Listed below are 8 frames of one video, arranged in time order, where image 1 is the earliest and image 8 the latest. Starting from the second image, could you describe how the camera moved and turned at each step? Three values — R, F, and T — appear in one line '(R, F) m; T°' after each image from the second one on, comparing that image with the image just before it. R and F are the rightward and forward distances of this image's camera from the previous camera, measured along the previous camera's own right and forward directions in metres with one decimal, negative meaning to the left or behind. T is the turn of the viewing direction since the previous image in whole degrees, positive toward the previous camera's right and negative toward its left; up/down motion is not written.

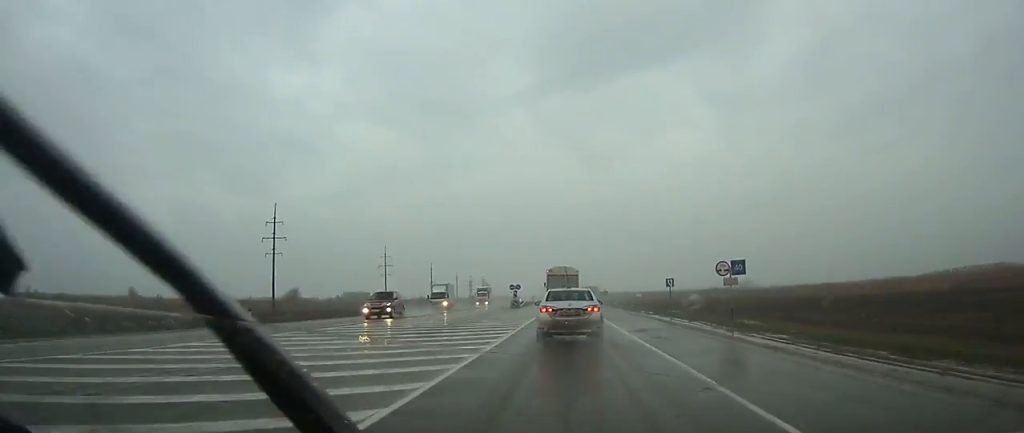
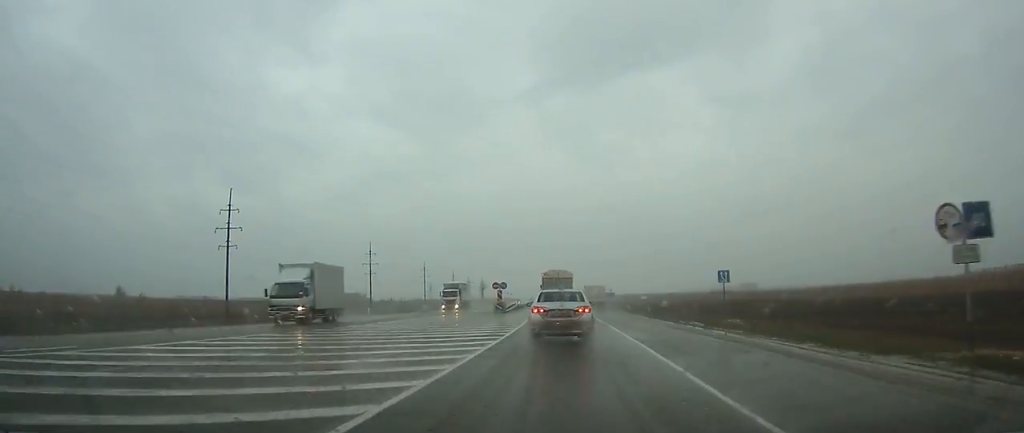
(0.0, +17.3) m; 0°
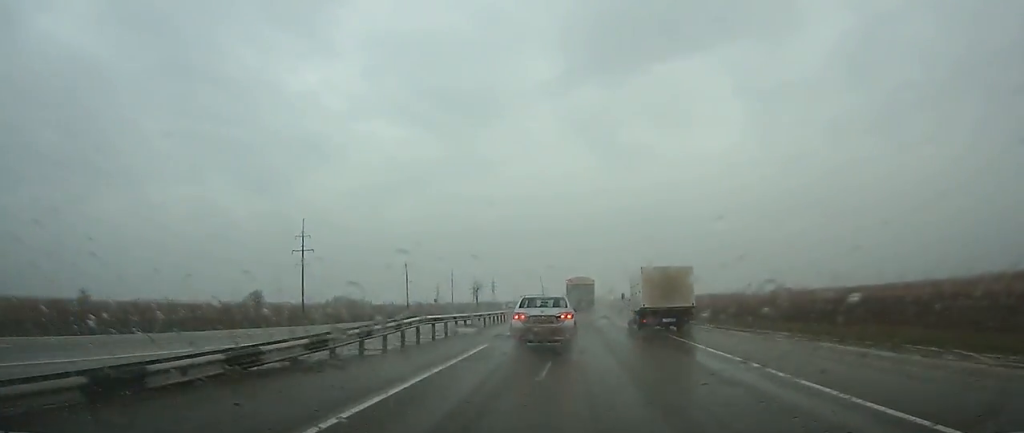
(-1.2, +61.7) m; -2°
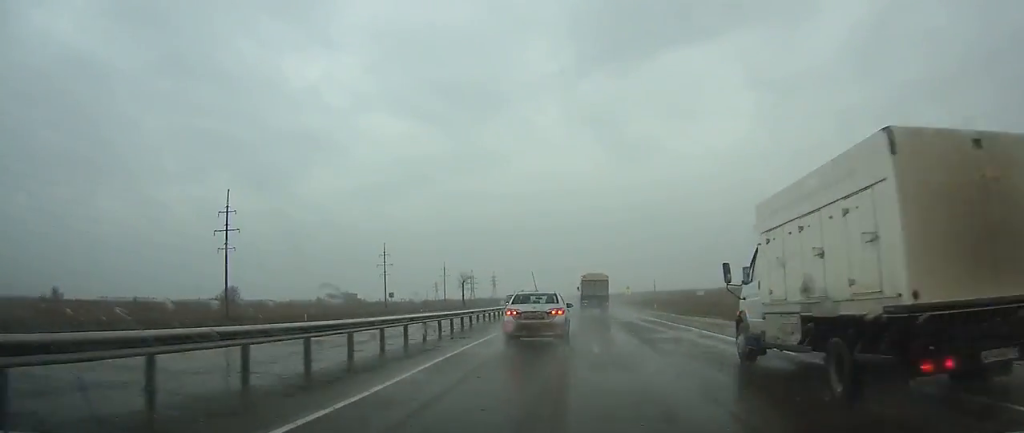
(-0.2, +33.4) m; -1°
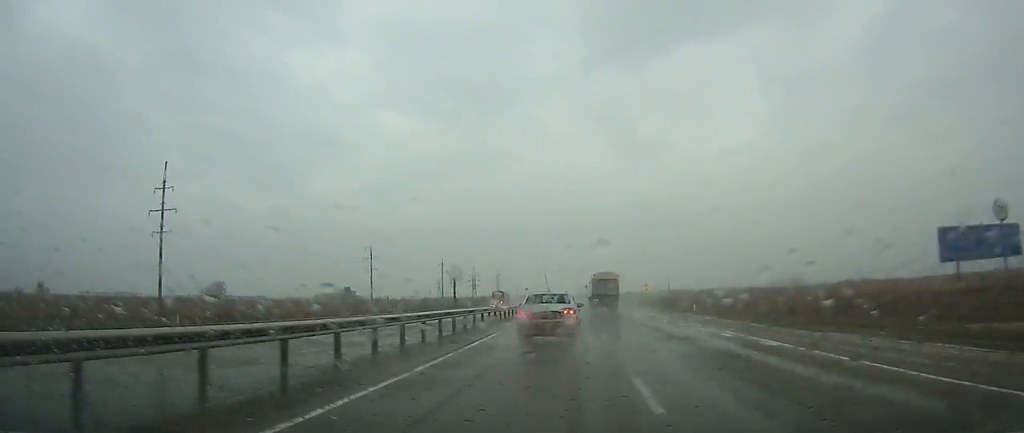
(-0.1, +19.9) m; 0°
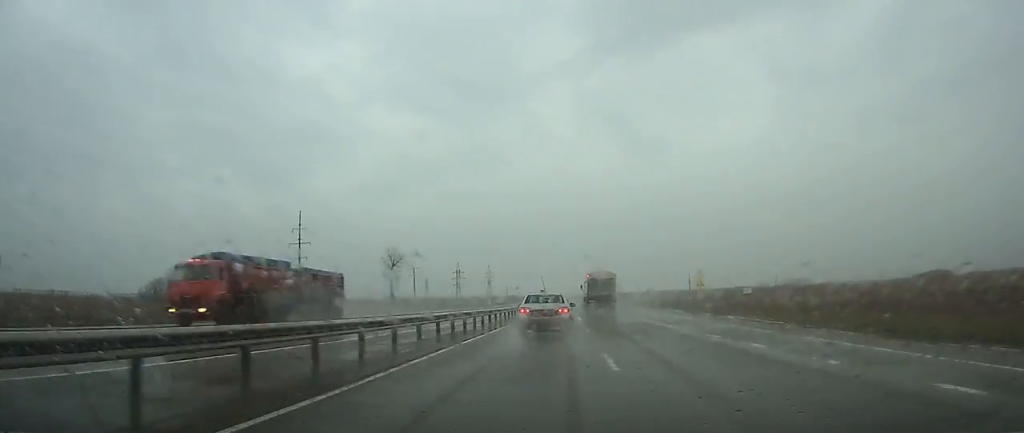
(+0.1, +45.0) m; 0°
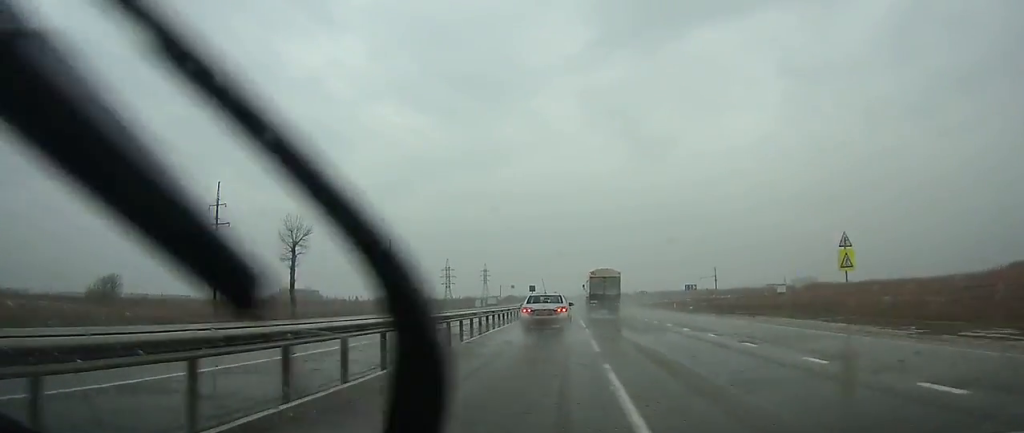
(-0.1, +32.1) m; 0°
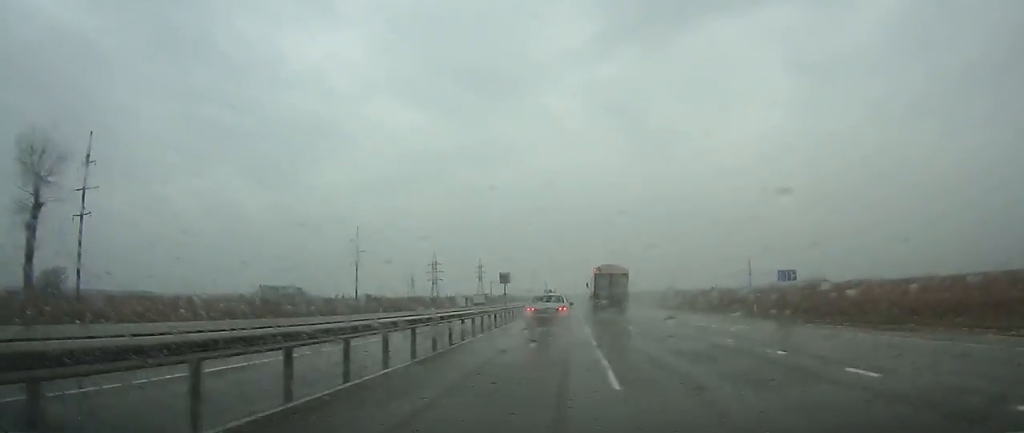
(-0.1, +30.5) m; 0°
